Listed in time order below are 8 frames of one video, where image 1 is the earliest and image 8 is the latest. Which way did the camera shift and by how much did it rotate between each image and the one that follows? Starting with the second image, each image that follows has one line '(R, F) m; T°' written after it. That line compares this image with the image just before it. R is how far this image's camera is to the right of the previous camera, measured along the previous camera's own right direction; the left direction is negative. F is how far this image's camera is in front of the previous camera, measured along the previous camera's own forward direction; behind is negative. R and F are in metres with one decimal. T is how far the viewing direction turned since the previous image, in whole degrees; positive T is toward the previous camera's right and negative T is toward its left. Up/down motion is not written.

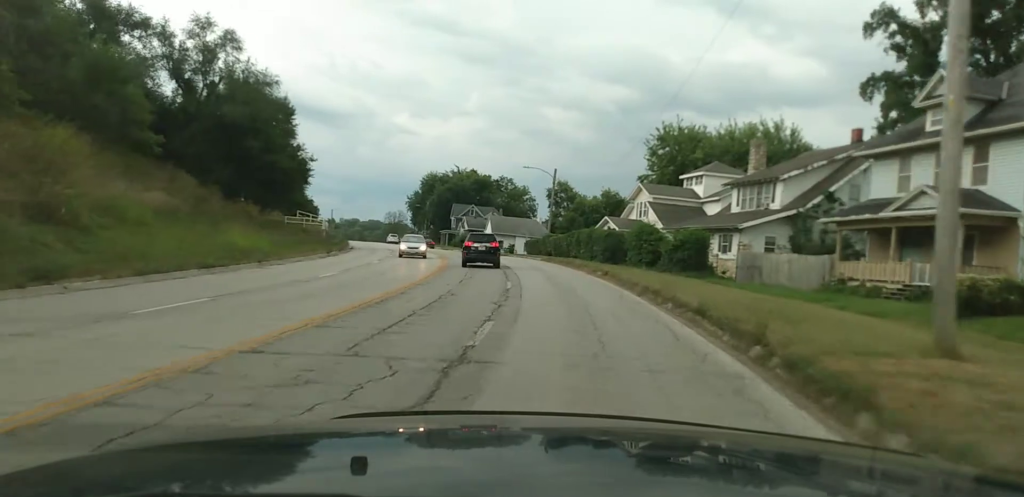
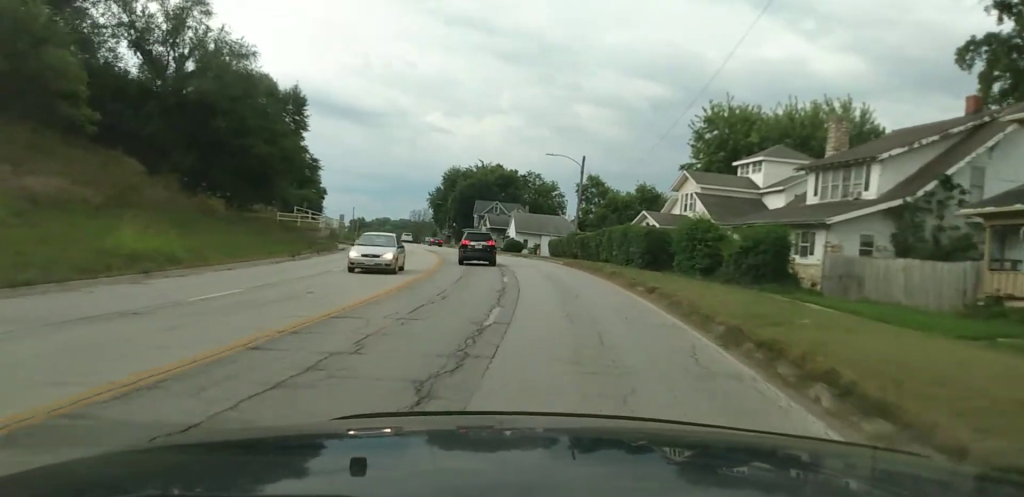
(-0.2, +10.0) m; -3°
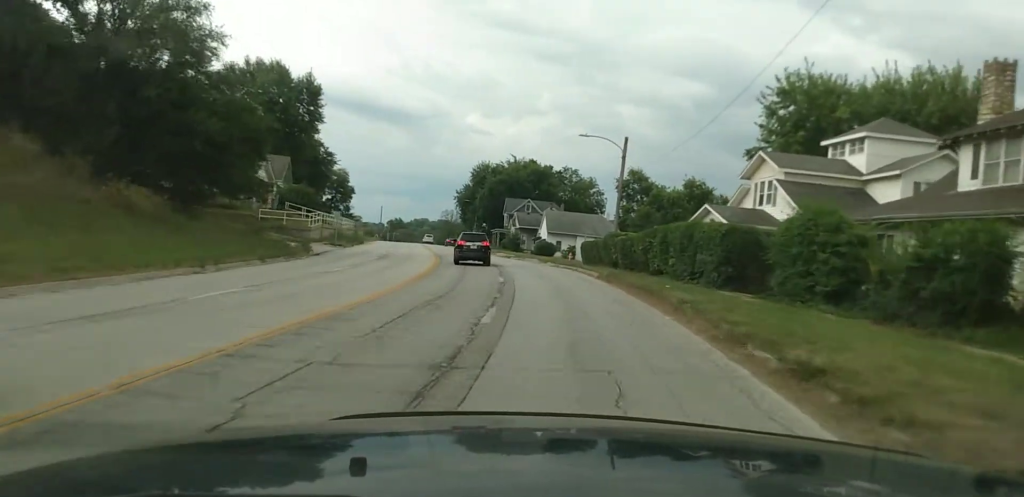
(-0.4, +12.4) m; -4°
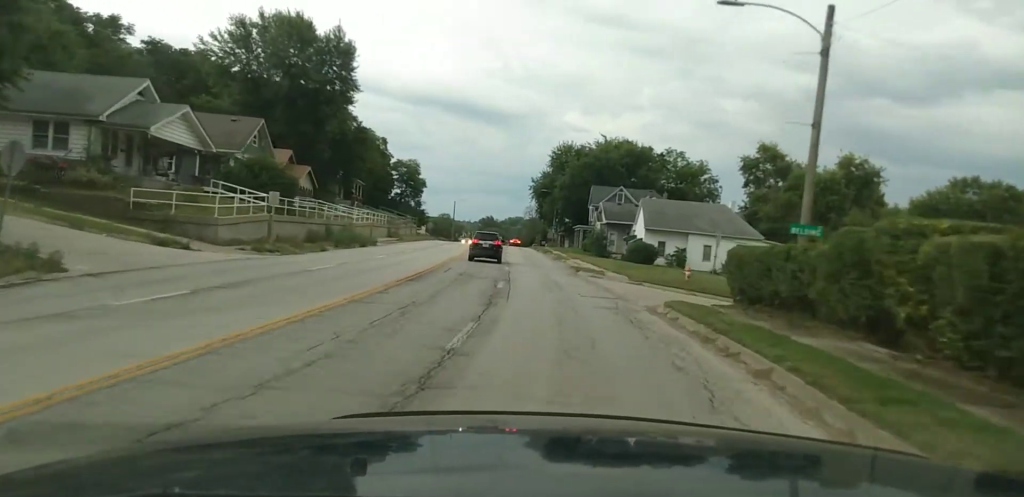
(-1.7, +27.4) m; -7°
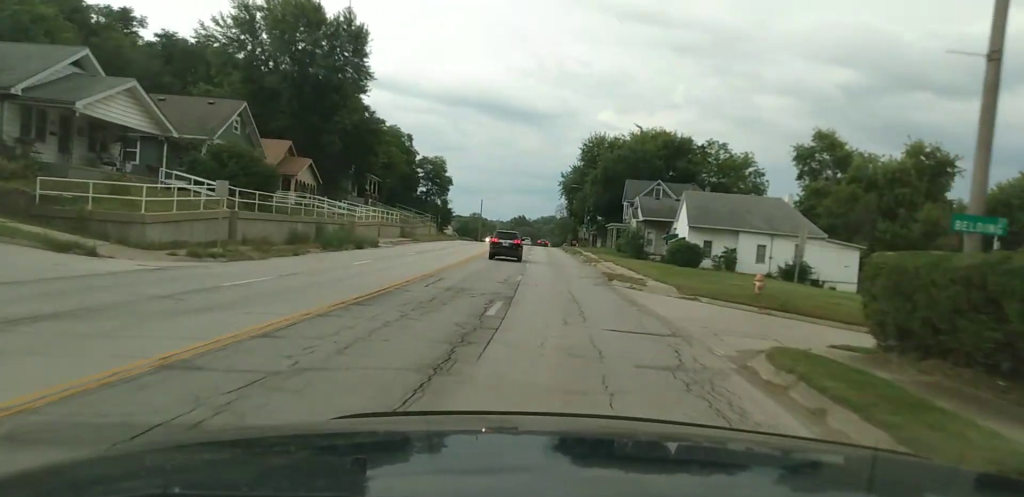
(+0.1, +8.0) m; -2°
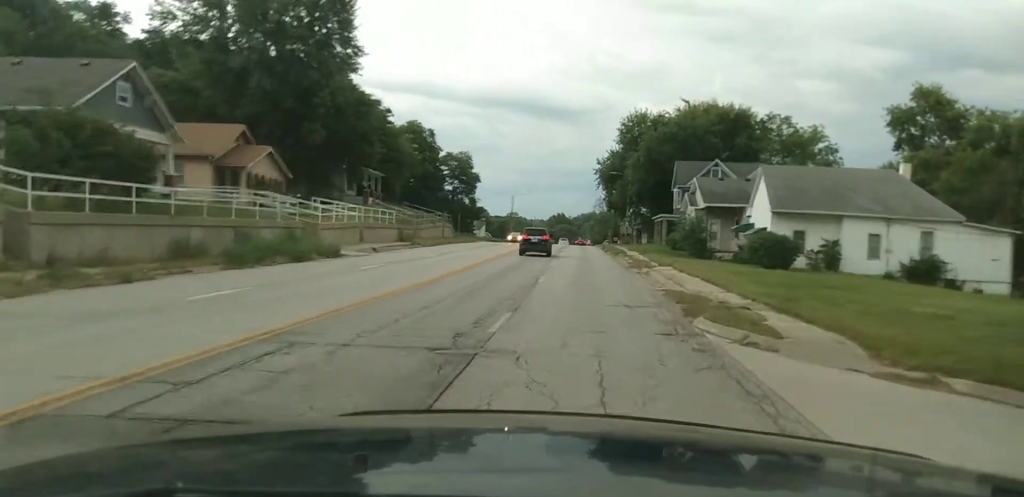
(-0.7, +13.9) m; -4°
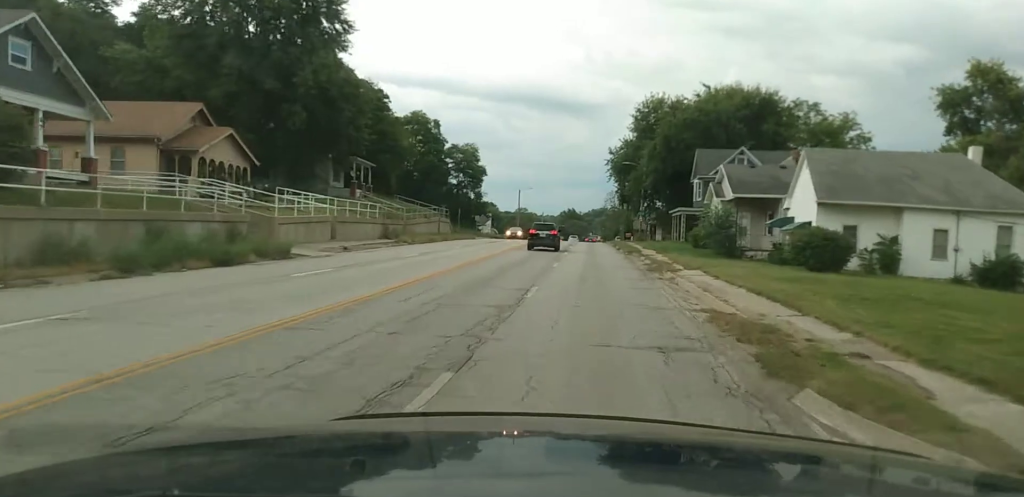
(-0.1, +6.8) m; -2°
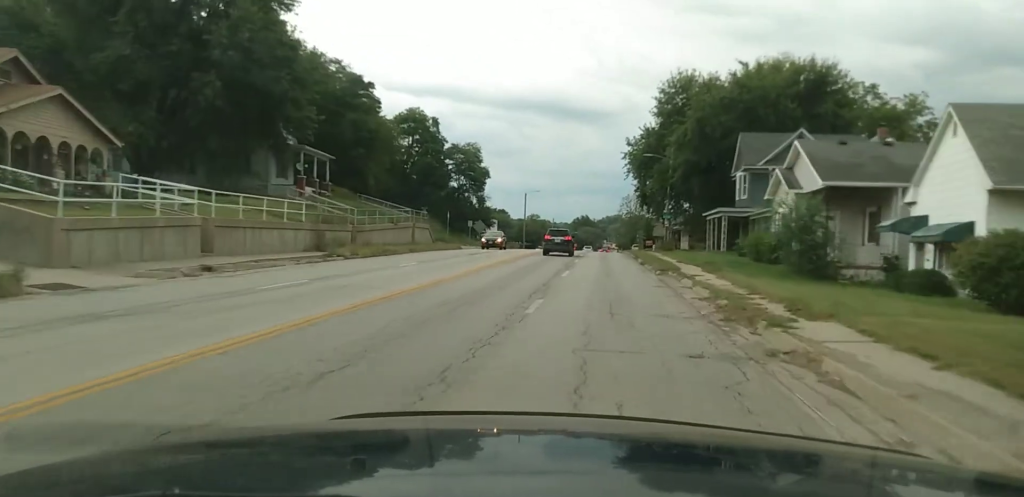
(-0.4, +14.9) m; -2°
